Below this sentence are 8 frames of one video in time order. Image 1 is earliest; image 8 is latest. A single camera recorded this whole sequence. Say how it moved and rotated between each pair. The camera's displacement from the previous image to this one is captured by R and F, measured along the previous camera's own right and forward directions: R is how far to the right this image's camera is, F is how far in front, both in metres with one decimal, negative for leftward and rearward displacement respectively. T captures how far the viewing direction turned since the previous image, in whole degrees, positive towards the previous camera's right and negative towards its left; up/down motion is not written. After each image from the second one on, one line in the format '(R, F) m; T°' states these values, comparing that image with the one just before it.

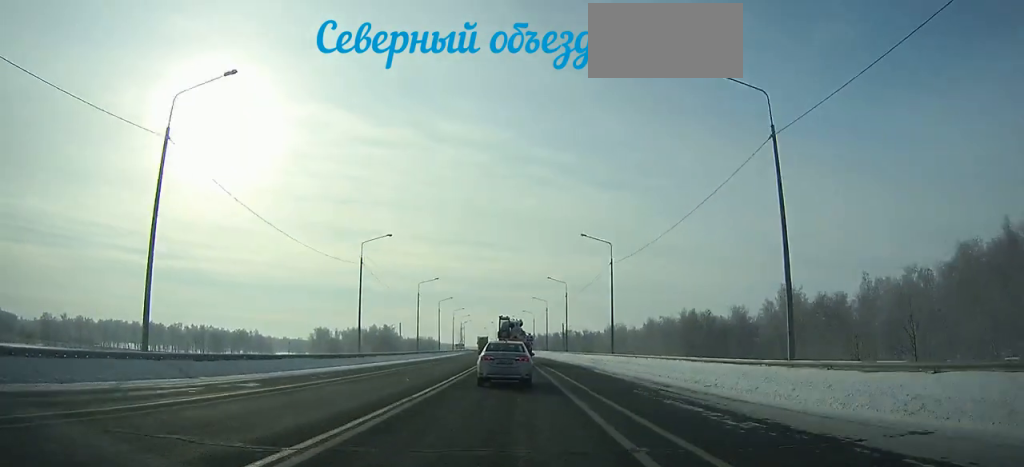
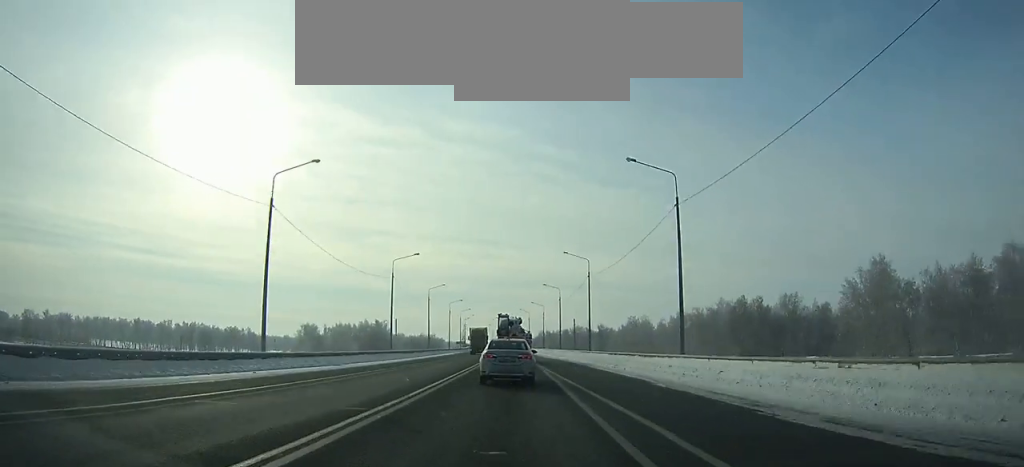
(-0.3, +22.9) m; -1°
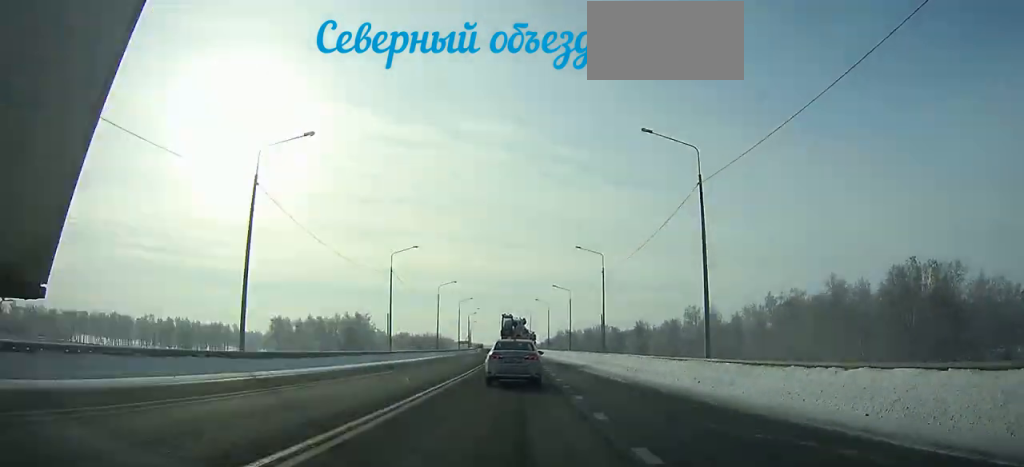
(-0.5, +40.2) m; -1°
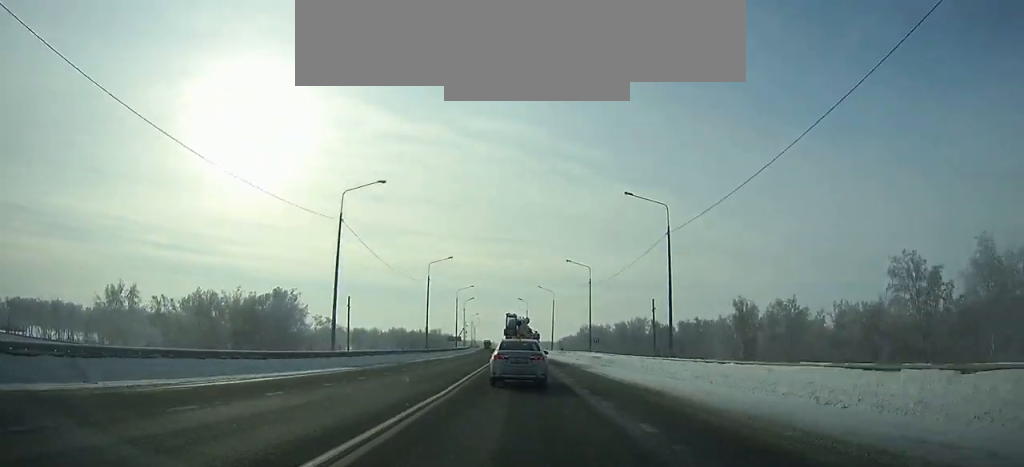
(-0.7, +60.1) m; -1°
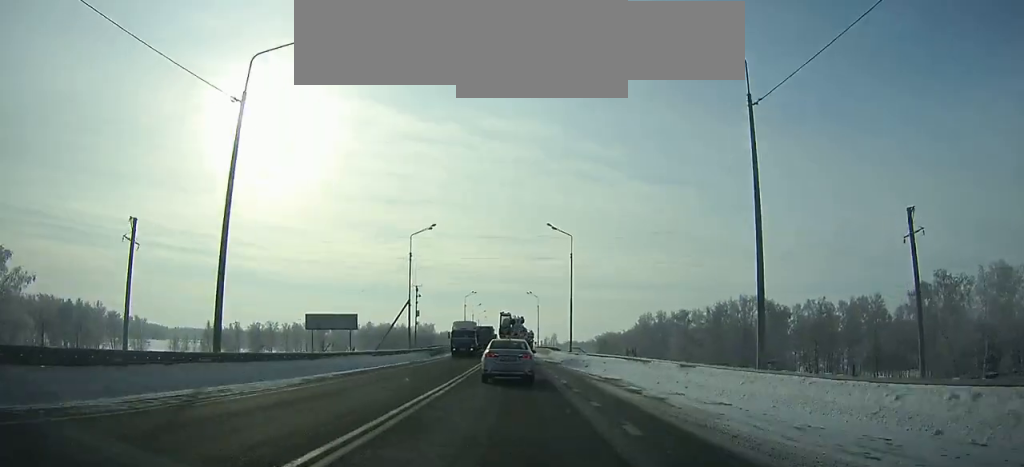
(-1.1, +90.9) m; -2°
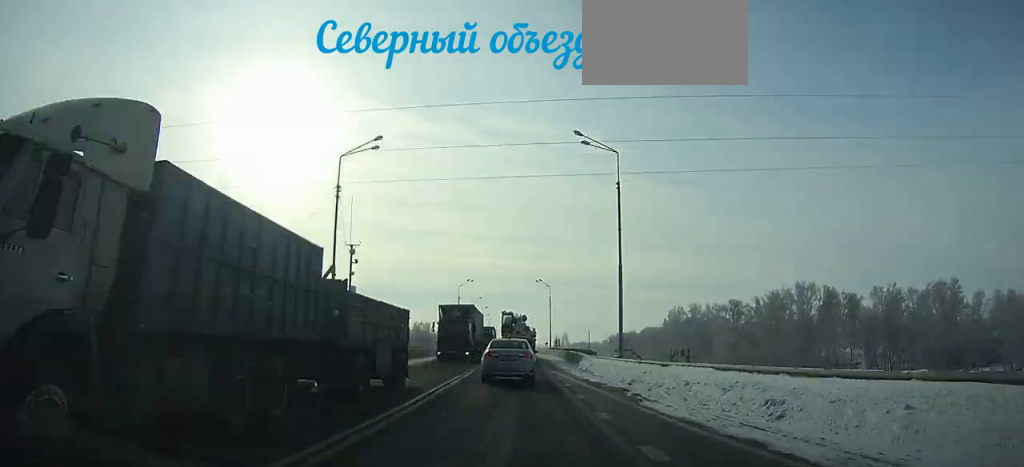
(-0.3, +25.9) m; -1°
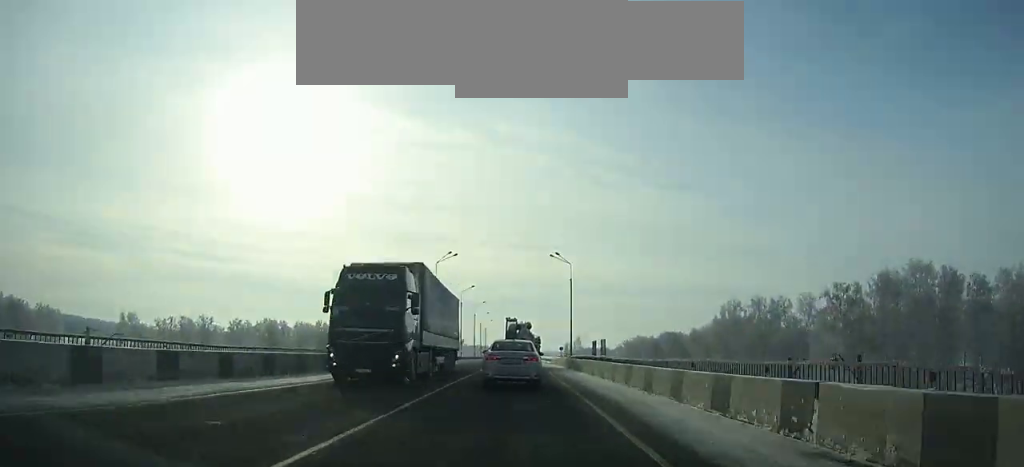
(-0.1, +34.2) m; 0°
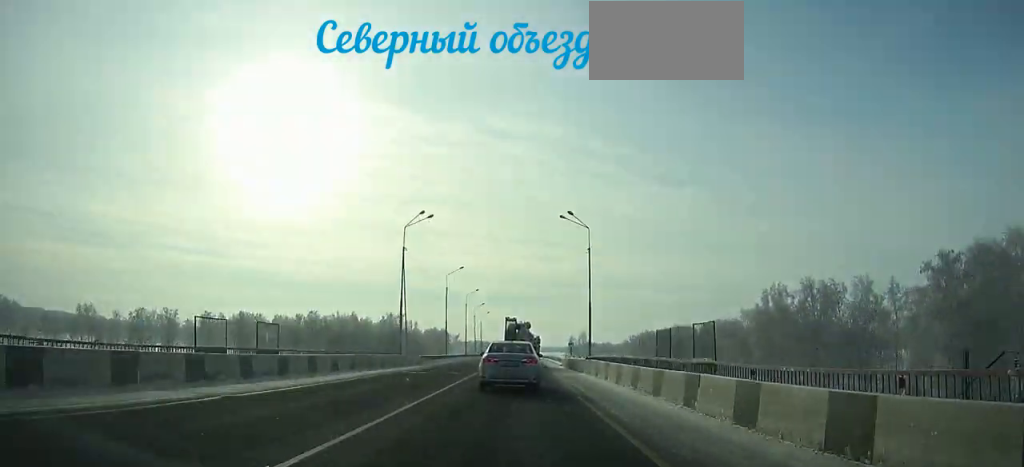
(0.0, +19.6) m; 0°
